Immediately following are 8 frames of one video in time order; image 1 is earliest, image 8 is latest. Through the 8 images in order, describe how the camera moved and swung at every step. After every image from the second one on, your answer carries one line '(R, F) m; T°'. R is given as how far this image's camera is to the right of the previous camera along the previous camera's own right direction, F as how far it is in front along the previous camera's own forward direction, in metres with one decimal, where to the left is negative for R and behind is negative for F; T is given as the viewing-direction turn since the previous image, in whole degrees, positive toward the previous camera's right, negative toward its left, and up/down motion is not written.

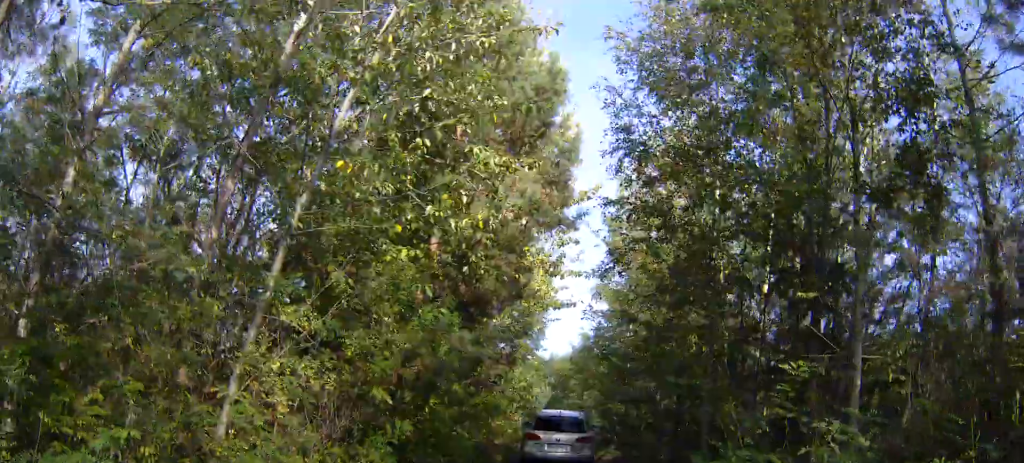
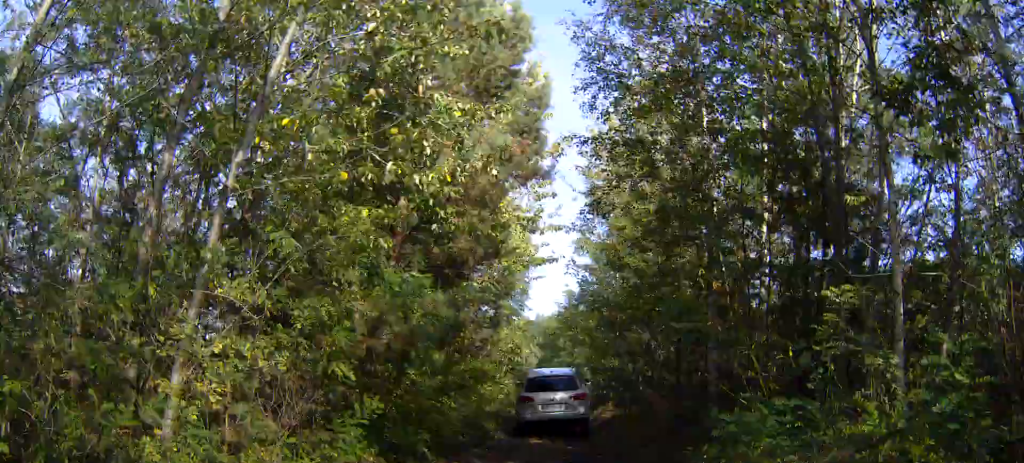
(+0.1, +1.8) m; 0°
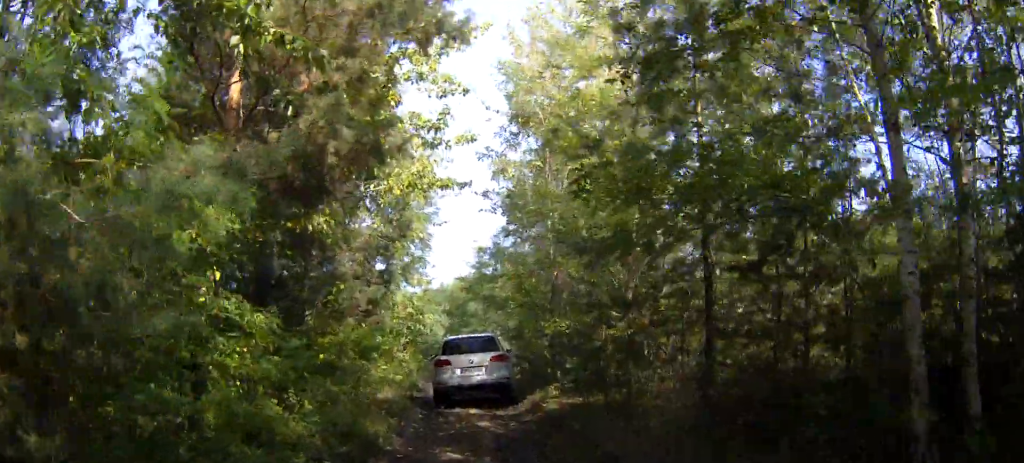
(+0.1, +8.7) m; +8°
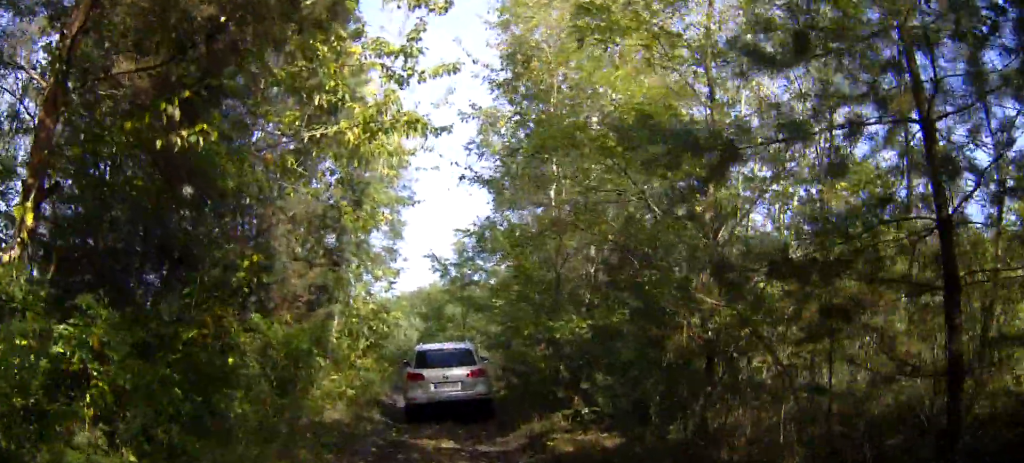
(+0.3, +4.9) m; +6°
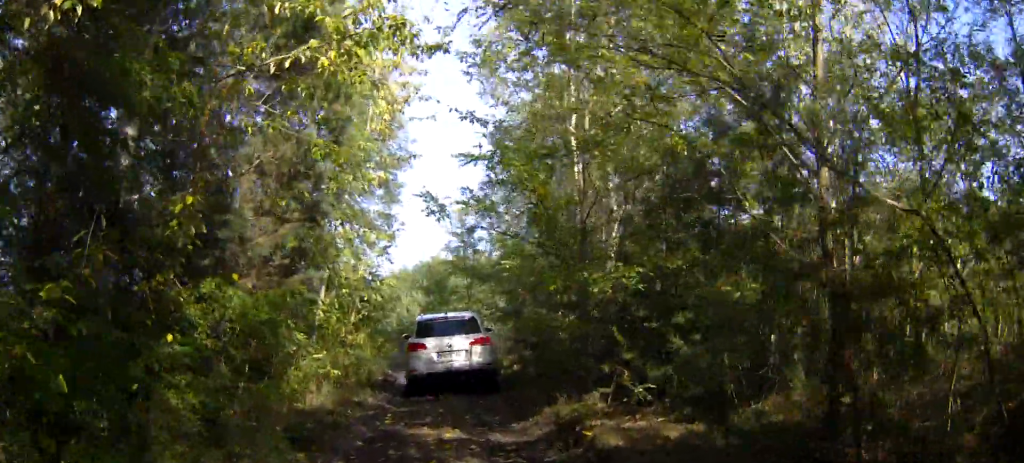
(+0.1, +2.7) m; +5°
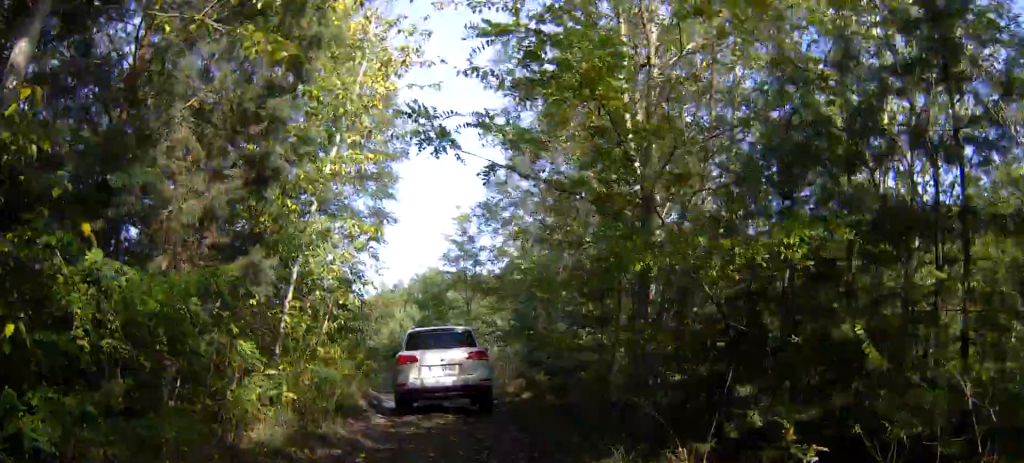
(+0.3, +3.5) m; +1°
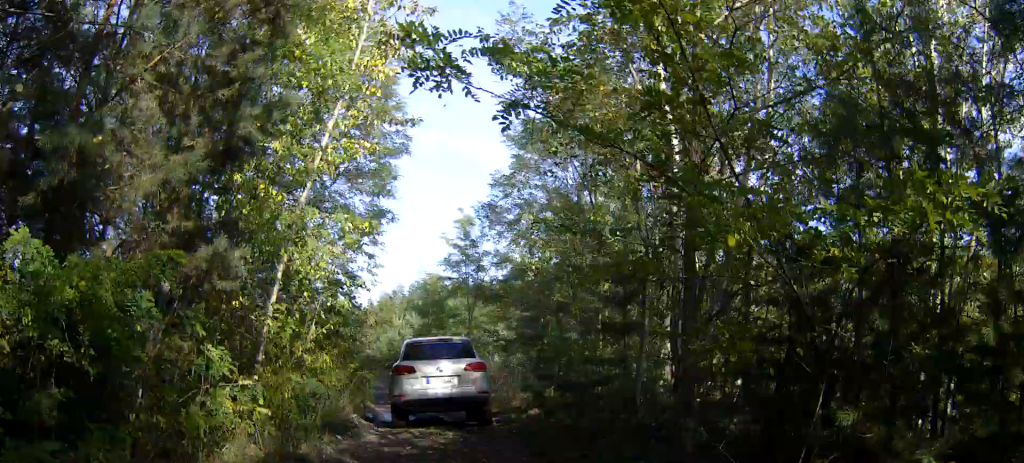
(+0.1, +1.5) m; -2°
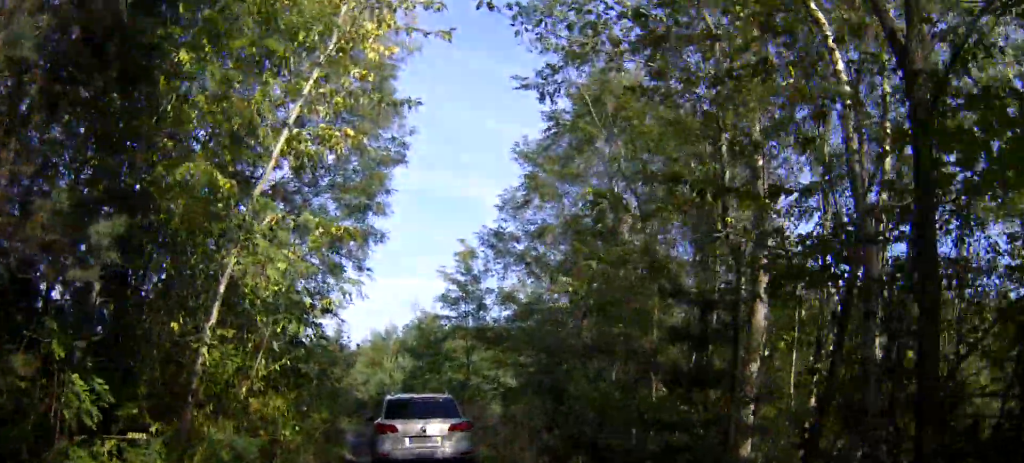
(-0.5, +3.8) m; -7°
